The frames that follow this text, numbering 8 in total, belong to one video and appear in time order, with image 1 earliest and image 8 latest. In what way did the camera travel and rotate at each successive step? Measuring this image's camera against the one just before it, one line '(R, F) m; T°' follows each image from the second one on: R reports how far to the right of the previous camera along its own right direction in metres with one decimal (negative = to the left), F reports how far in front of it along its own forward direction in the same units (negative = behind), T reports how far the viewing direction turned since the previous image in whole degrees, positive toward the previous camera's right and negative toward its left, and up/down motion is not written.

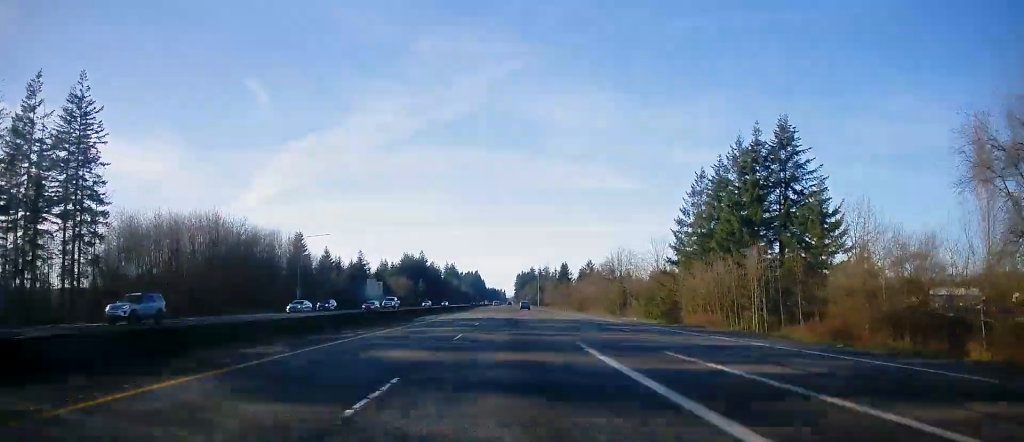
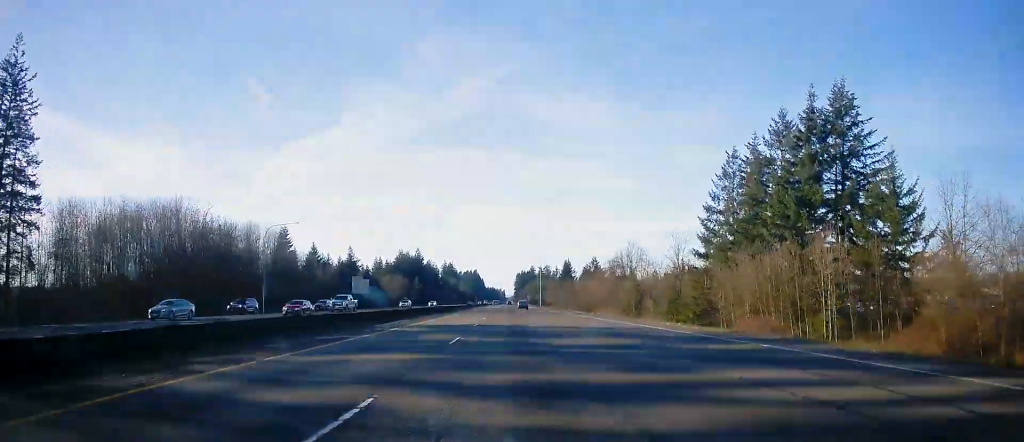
(+0.3, +14.3) m; 0°
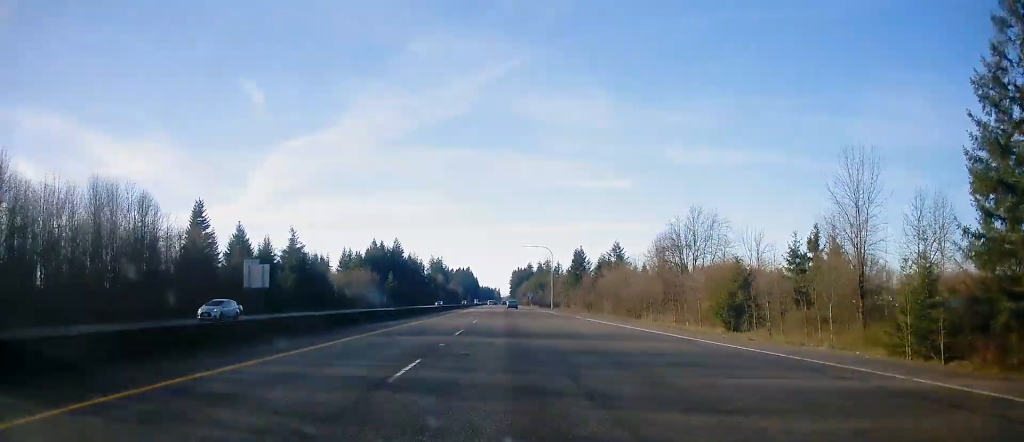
(+0.1, +56.4) m; +1°
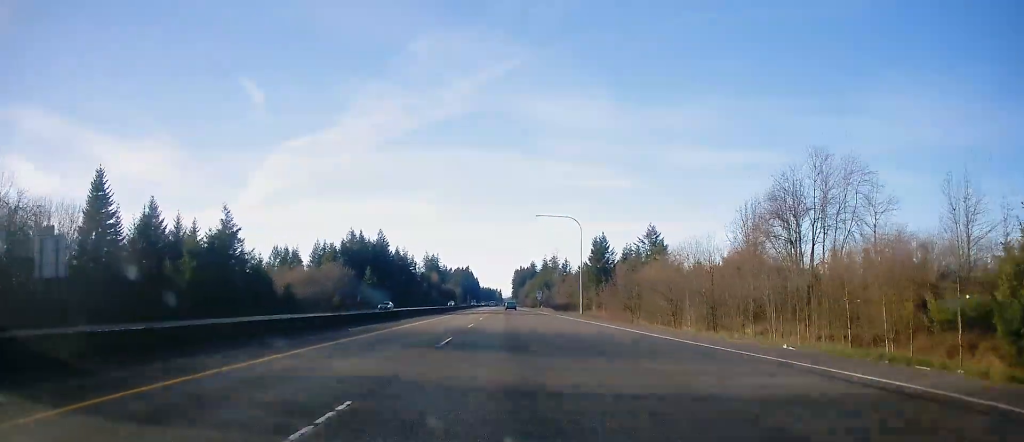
(-0.4, +42.0) m; -1°
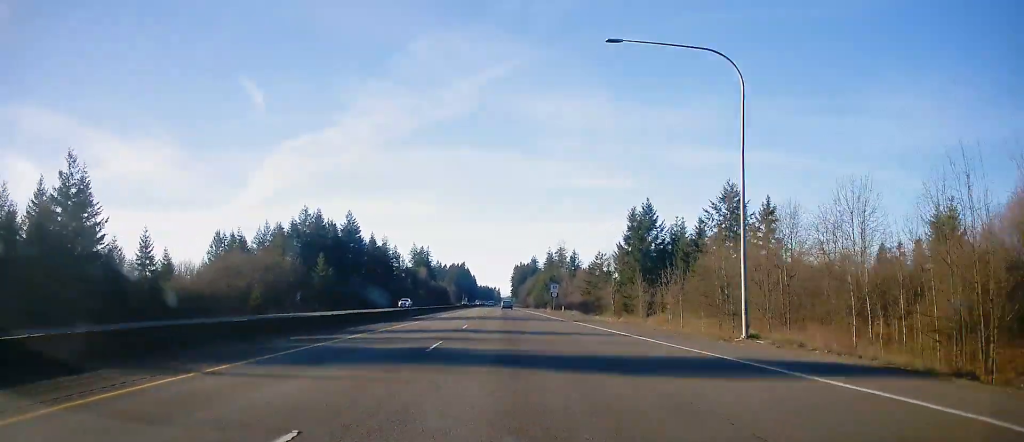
(+0.5, +50.9) m; +1°
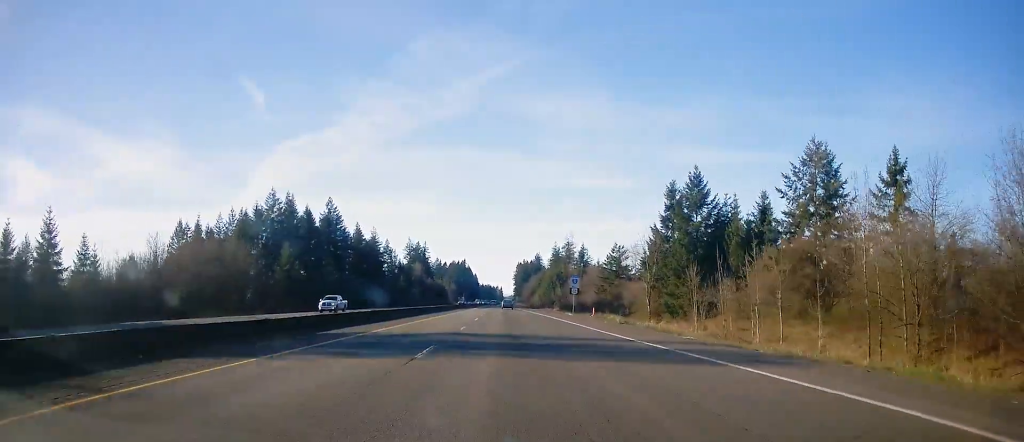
(+0.2, +26.6) m; 0°
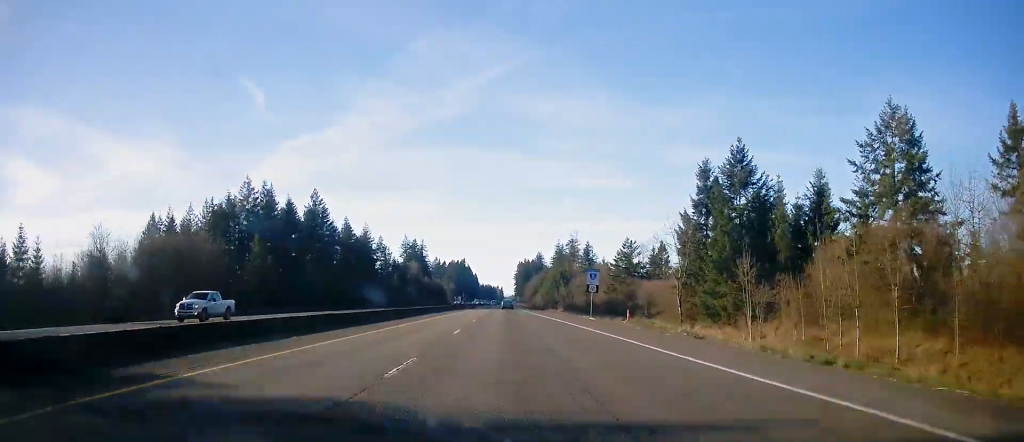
(-0.1, +15.5) m; 0°
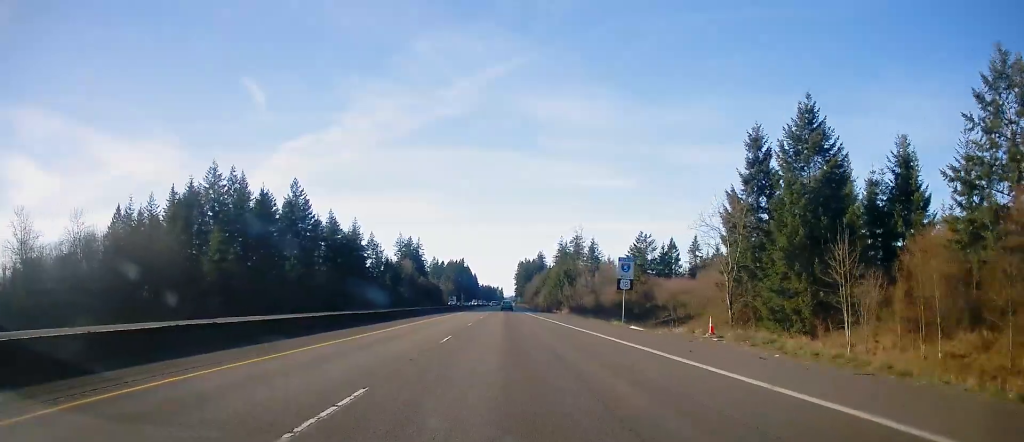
(0.0, +16.6) m; 0°
